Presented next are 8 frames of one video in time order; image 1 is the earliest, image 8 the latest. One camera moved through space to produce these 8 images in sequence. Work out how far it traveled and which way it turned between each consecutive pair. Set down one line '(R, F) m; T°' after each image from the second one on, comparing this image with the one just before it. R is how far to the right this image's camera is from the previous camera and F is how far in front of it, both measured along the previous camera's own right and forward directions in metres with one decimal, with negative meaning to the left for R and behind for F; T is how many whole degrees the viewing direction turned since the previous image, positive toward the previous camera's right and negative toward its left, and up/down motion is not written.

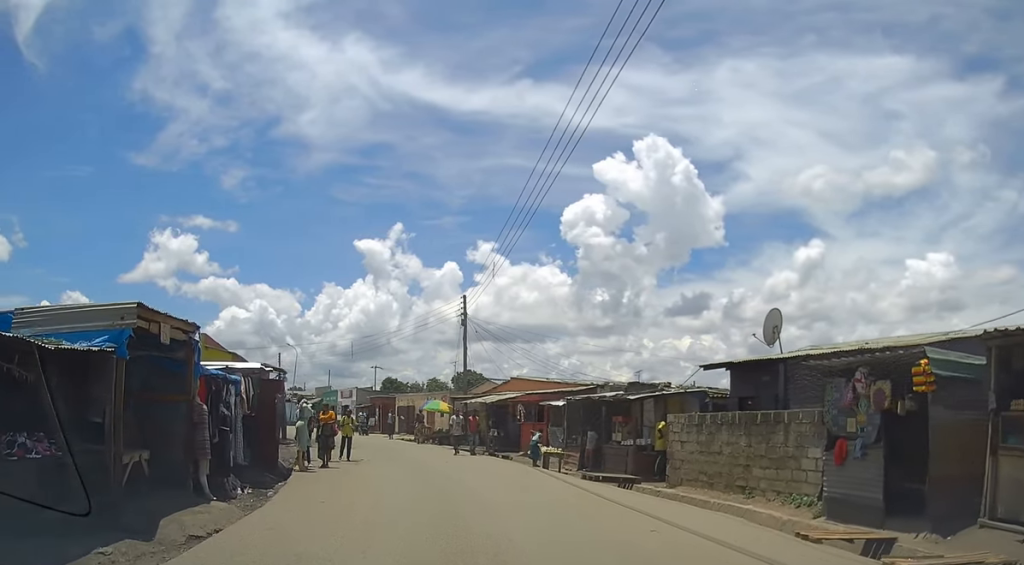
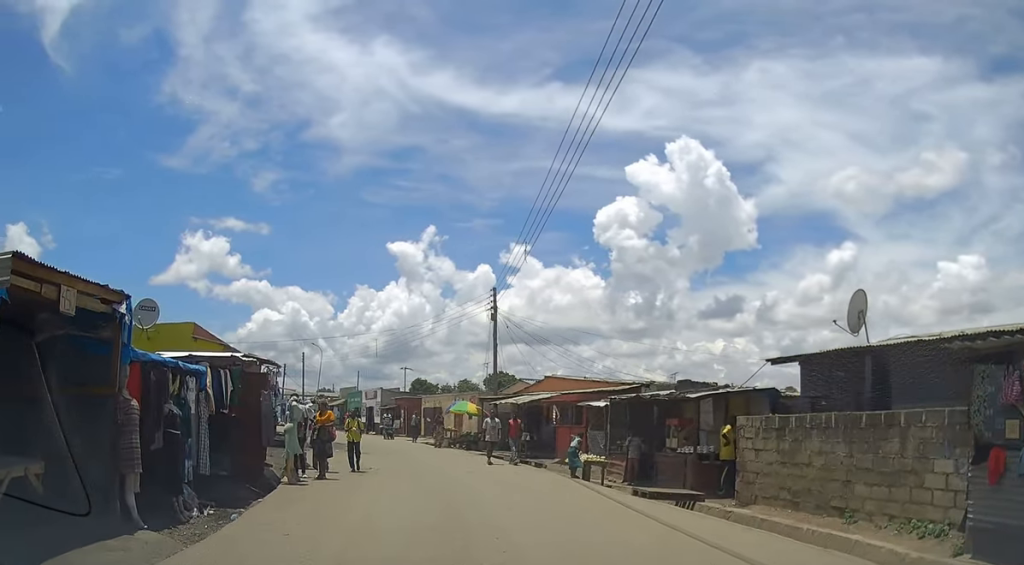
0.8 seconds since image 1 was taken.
(0.0, +2.8) m; -4°
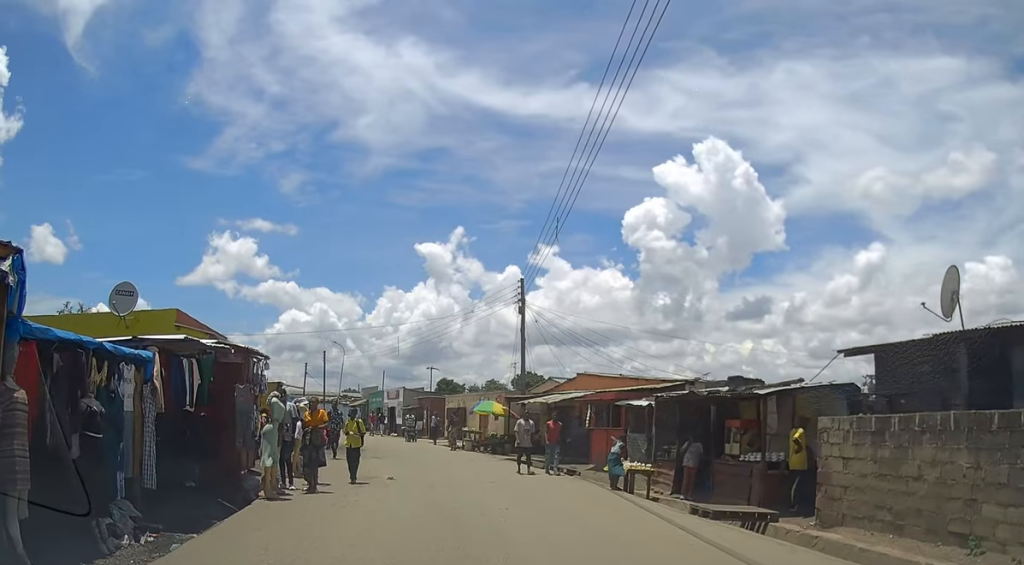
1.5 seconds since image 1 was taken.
(-0.2, +2.5) m; -3°
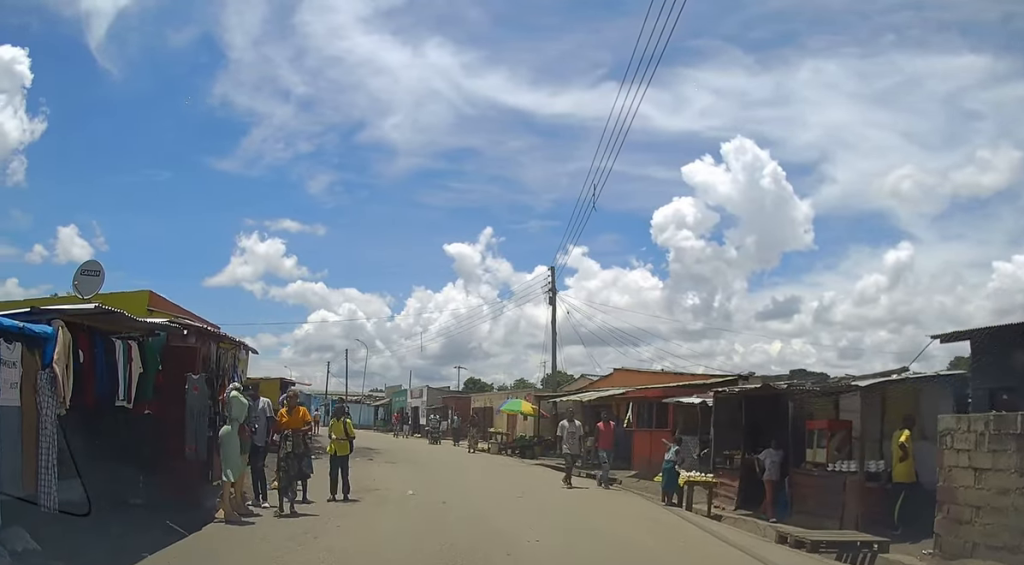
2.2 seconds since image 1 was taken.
(-0.1, +2.7) m; -3°
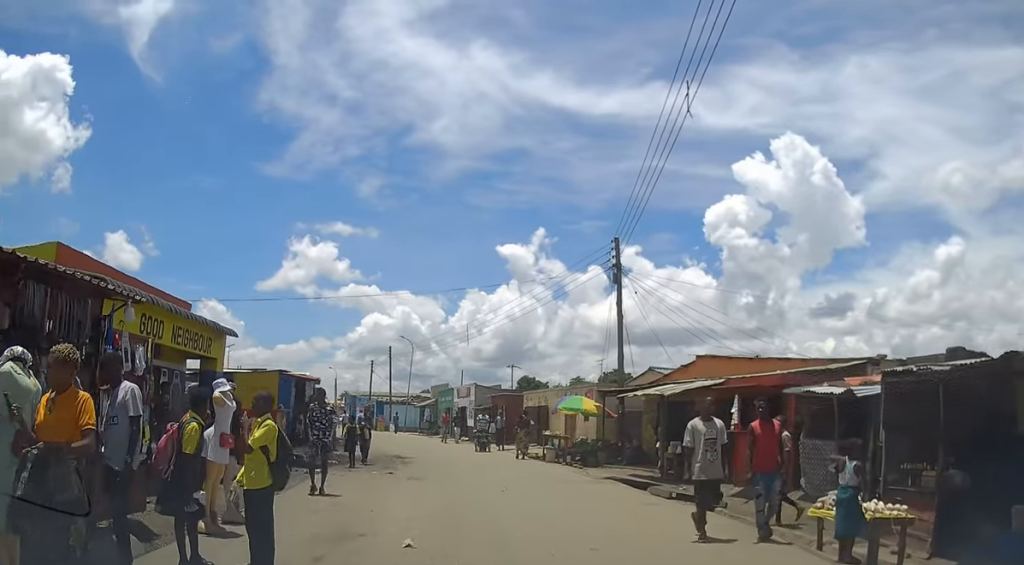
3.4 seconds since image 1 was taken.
(-0.2, +4.9) m; -4°
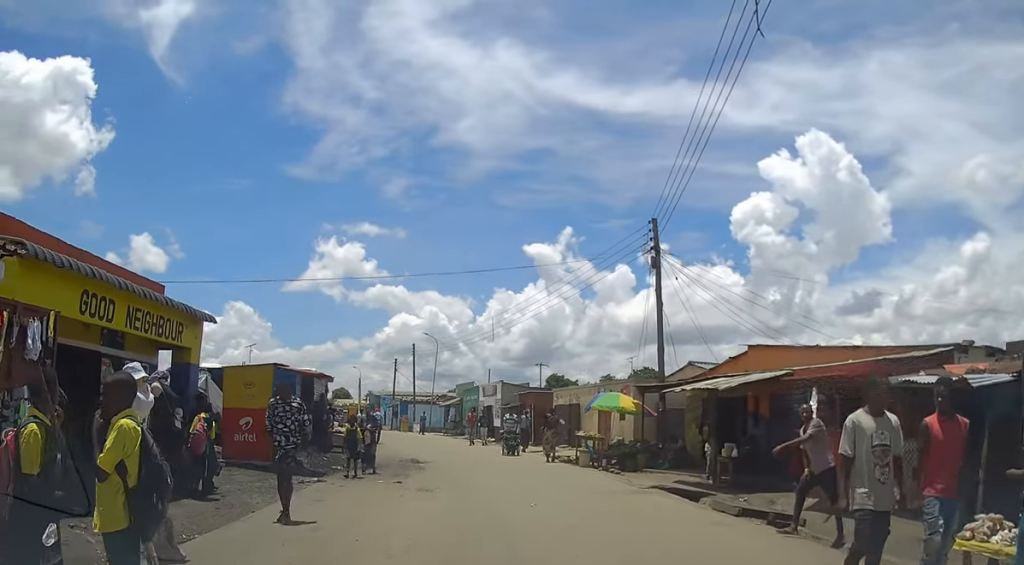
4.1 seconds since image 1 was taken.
(0.0, +2.5) m; -2°
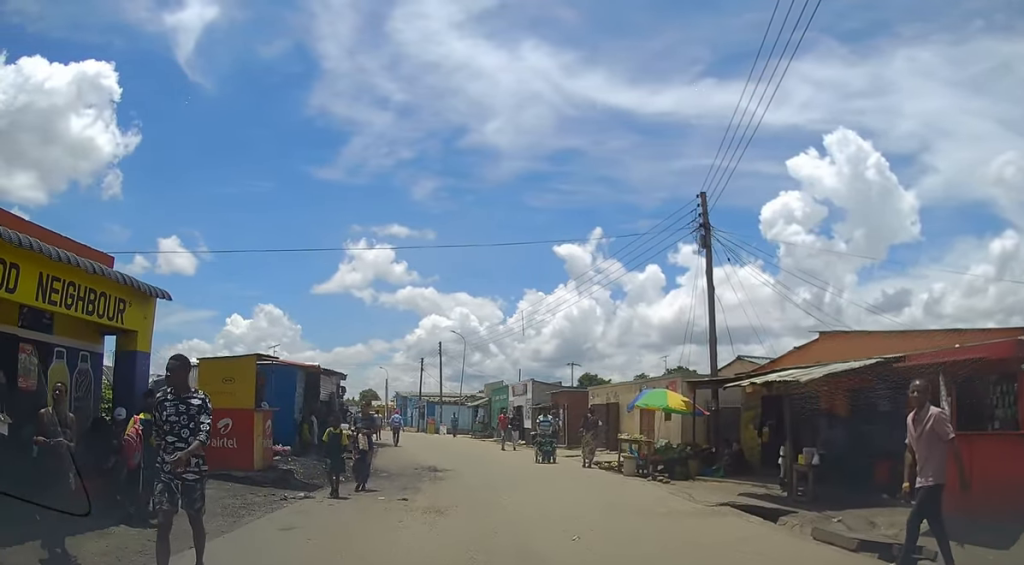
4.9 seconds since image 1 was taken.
(0.0, +3.0) m; -3°
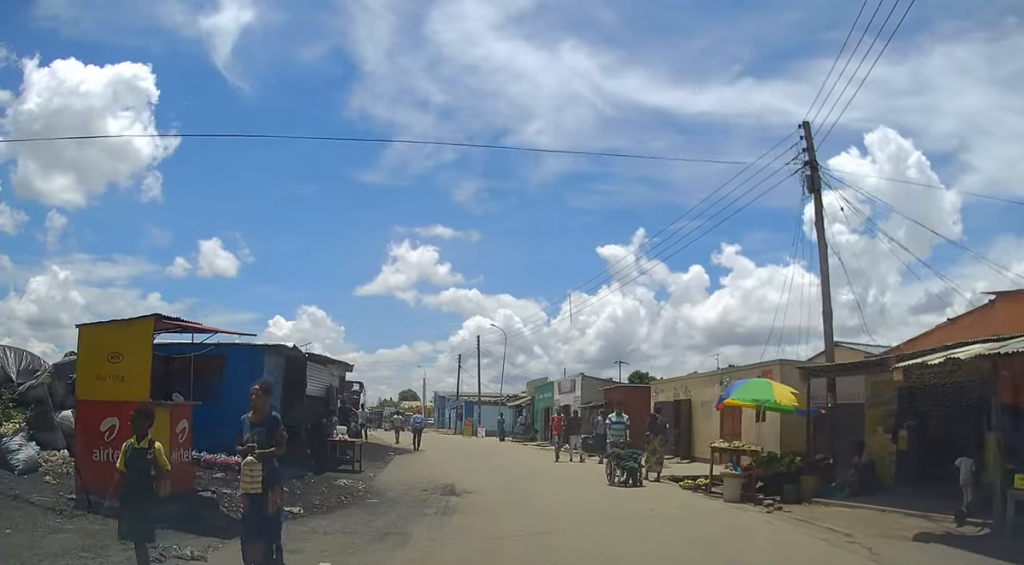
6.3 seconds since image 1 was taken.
(-0.3, +5.5) m; -3°
